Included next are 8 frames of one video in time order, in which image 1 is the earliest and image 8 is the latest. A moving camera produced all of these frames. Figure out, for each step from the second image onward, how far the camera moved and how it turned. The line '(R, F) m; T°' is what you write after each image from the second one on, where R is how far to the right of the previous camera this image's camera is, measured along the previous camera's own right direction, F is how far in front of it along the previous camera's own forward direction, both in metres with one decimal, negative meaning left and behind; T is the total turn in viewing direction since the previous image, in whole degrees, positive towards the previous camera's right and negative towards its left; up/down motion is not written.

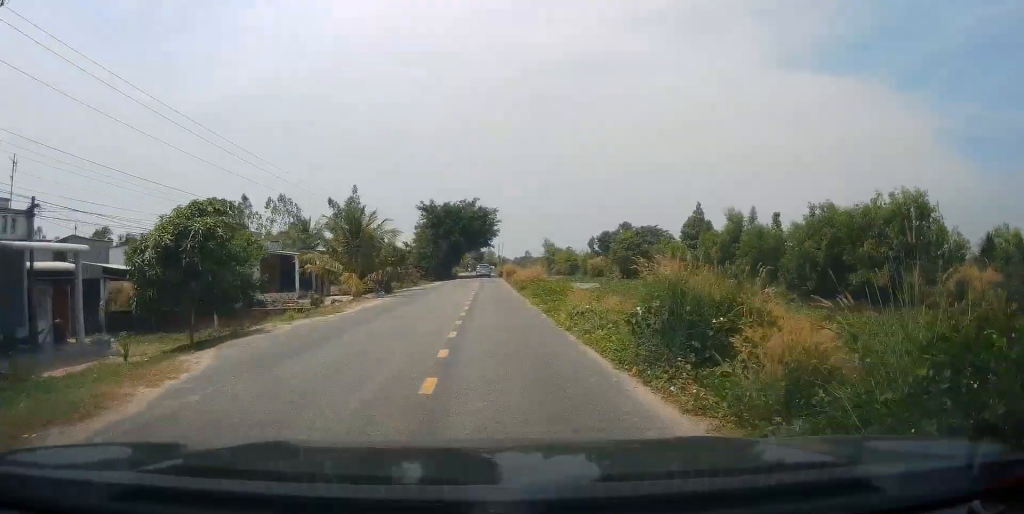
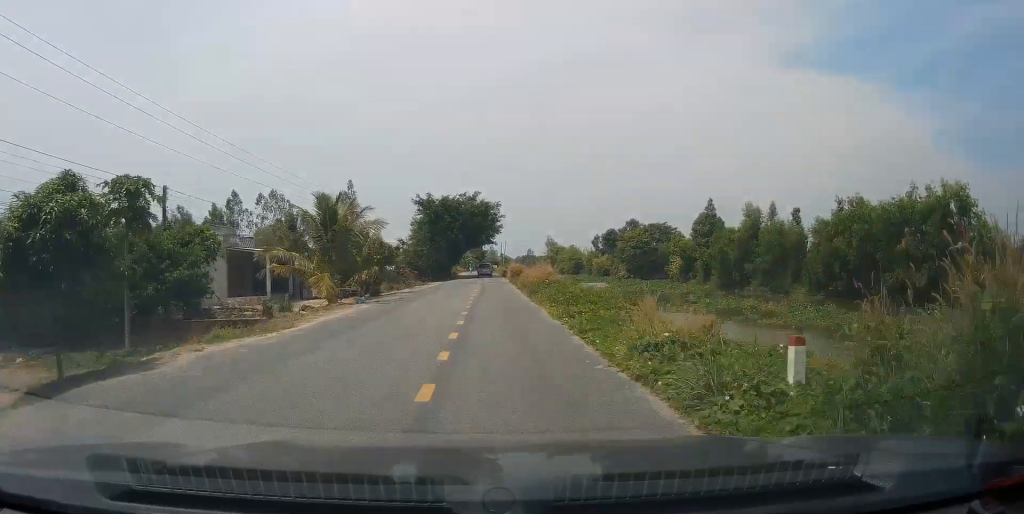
(-0.2, +6.9) m; +1°
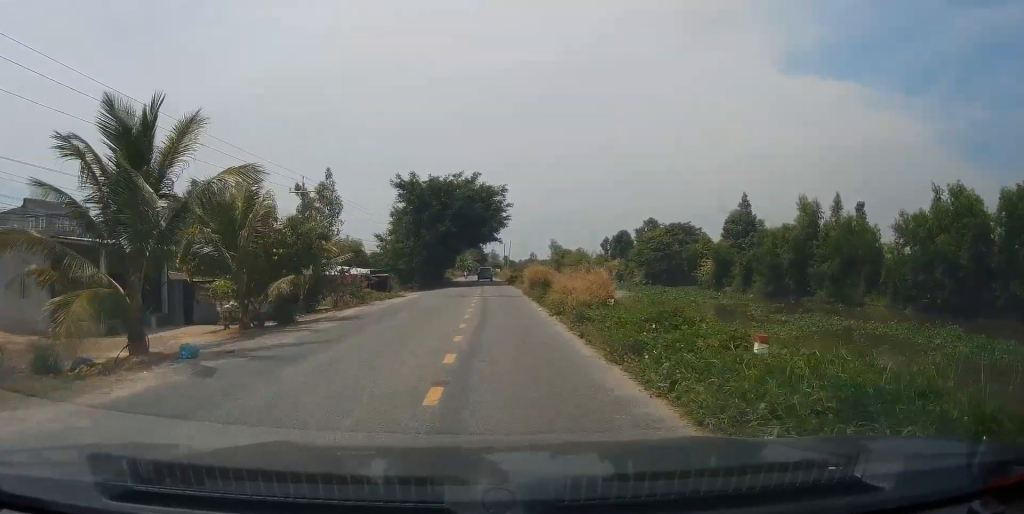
(+0.4, +18.5) m; +2°
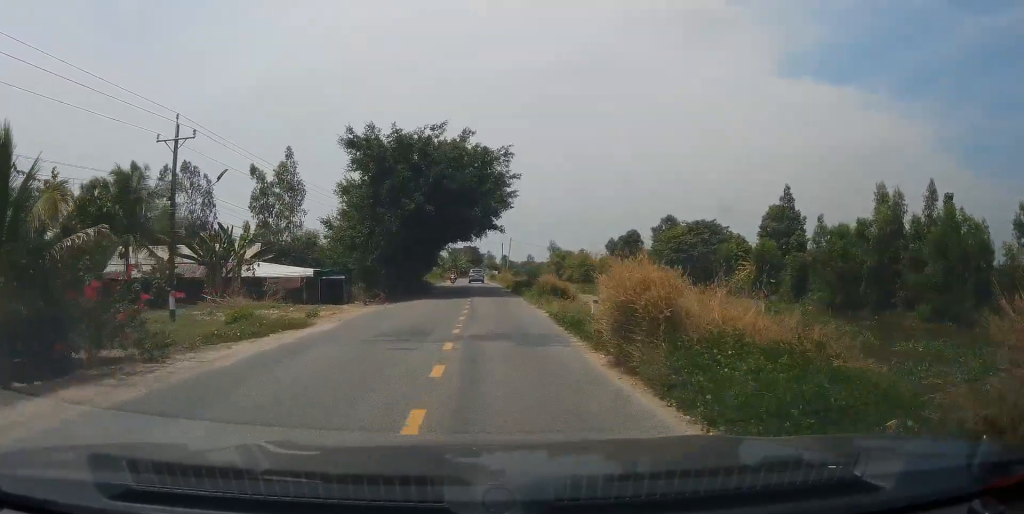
(-0.1, +19.1) m; +1°
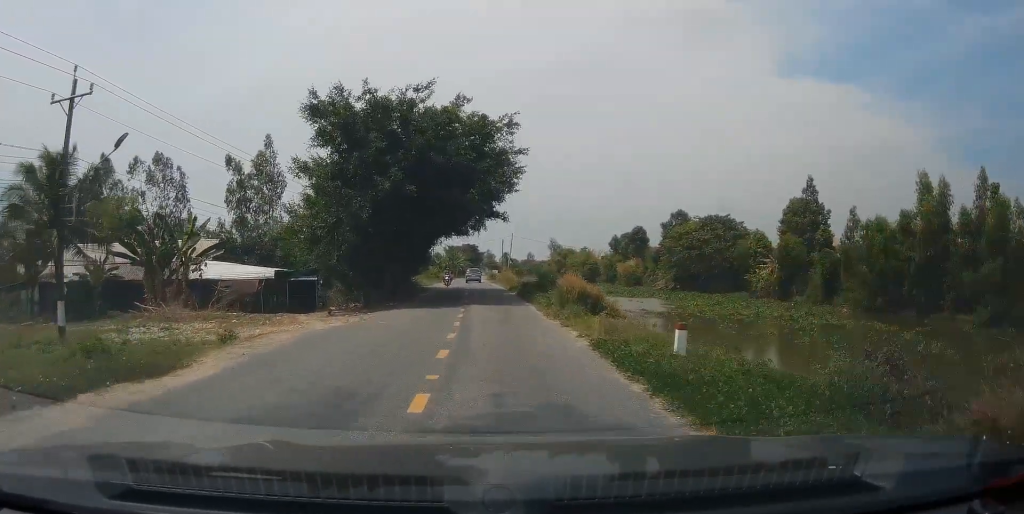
(+0.2, +8.3) m; 0°
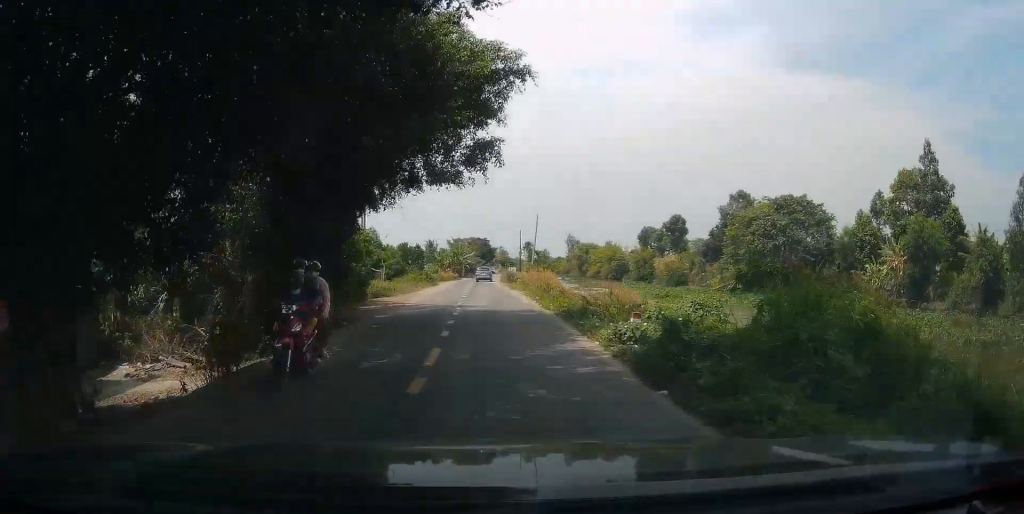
(-0.6, +26.8) m; -1°
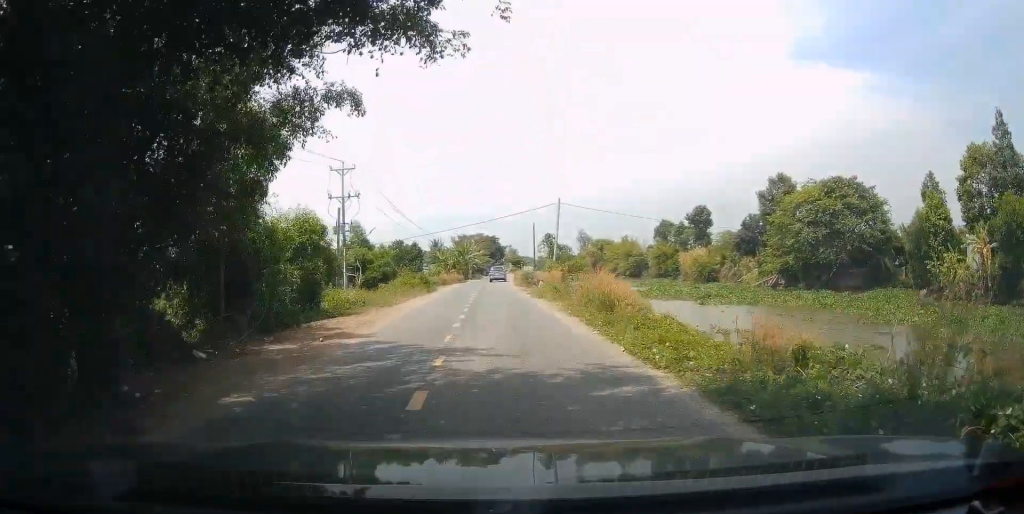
(+0.2, +13.0) m; 0°
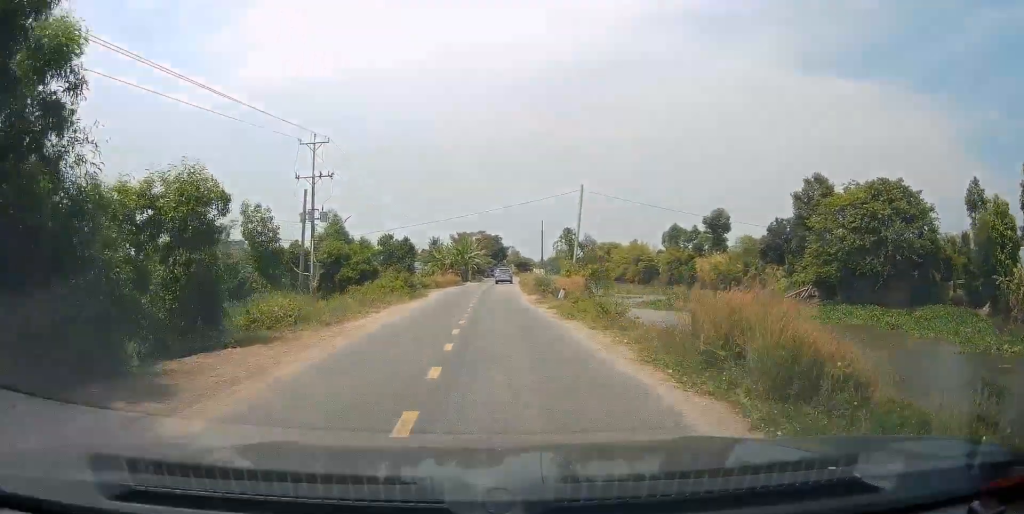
(+0.2, +10.1) m; -1°
